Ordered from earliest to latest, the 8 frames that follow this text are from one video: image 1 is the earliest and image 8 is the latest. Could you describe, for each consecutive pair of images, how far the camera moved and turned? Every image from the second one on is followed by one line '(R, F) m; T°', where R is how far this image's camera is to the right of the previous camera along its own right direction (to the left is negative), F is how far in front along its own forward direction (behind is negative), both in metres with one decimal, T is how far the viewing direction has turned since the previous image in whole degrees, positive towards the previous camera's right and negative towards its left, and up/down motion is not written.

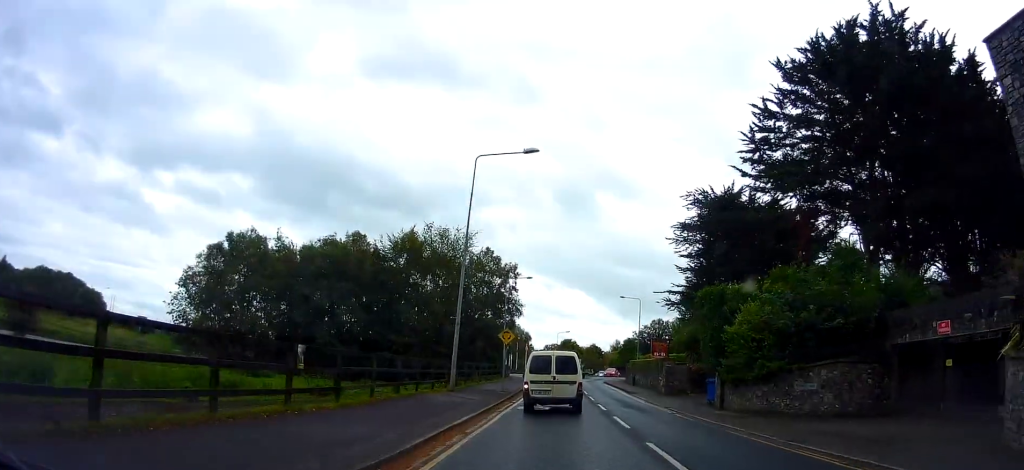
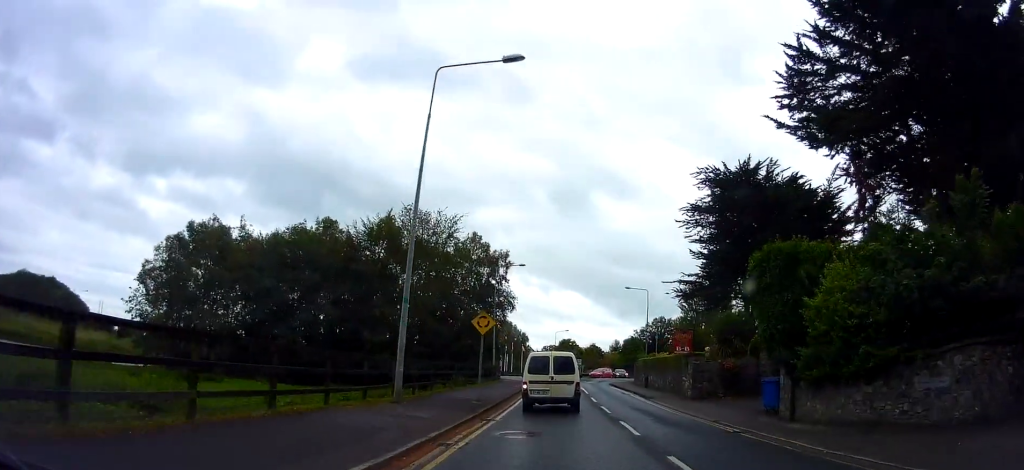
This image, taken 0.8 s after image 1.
(+0.9, +7.5) m; +8°
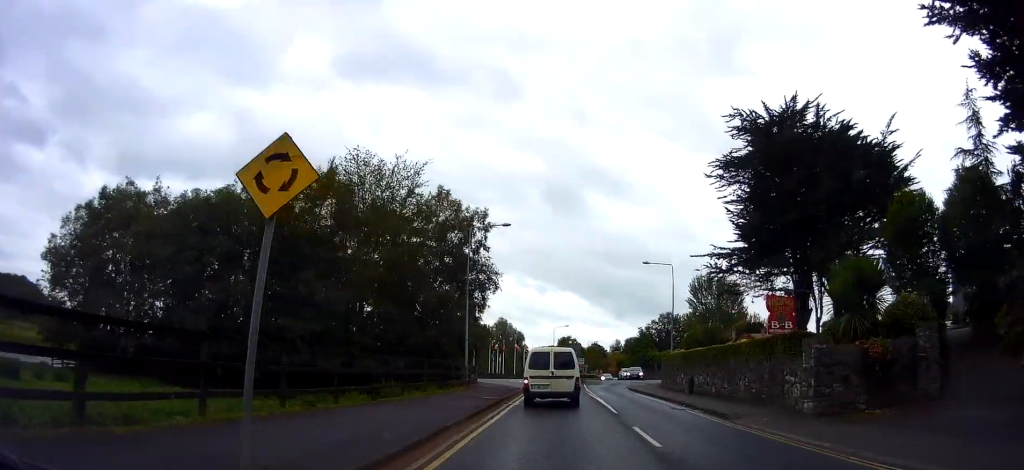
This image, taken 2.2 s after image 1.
(+0.6, +14.2) m; +6°
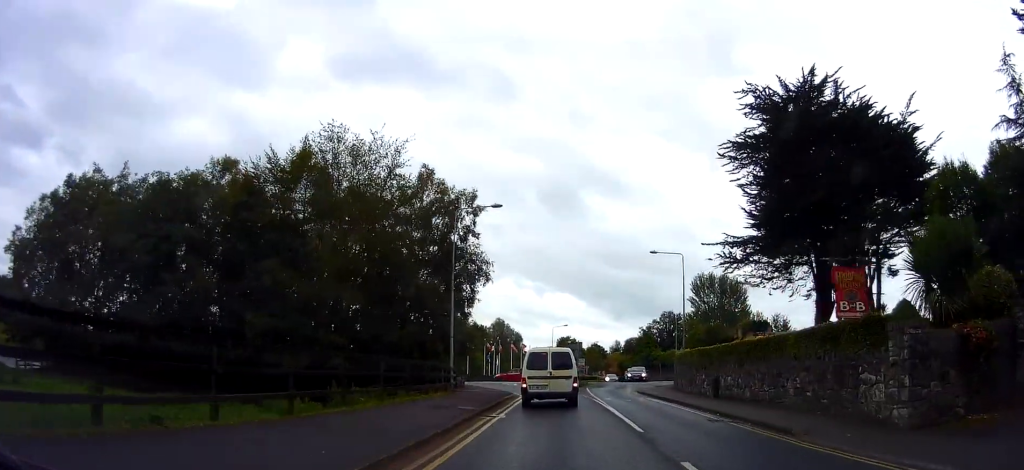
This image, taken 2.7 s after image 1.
(+0.1, +4.6) m; +1°
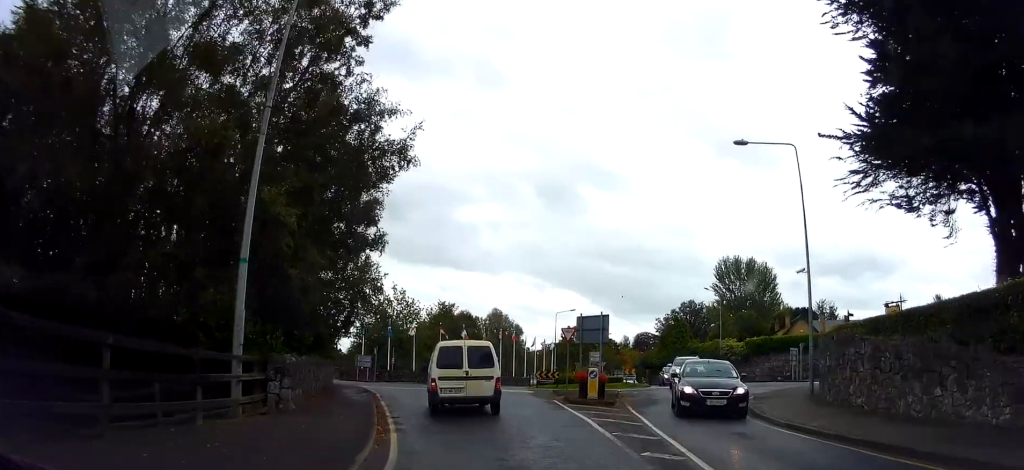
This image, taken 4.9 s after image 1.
(+0.1, +21.8) m; -1°
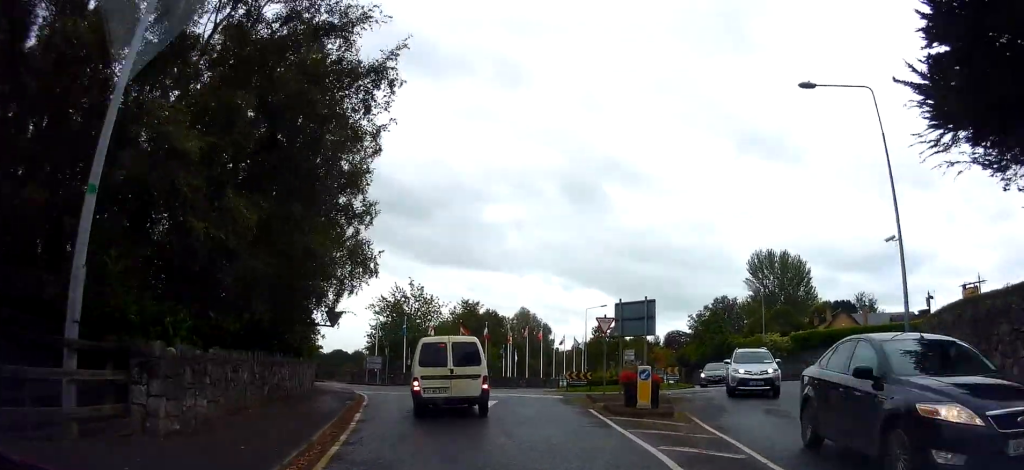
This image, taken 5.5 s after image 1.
(+0.2, +5.3) m; -1°
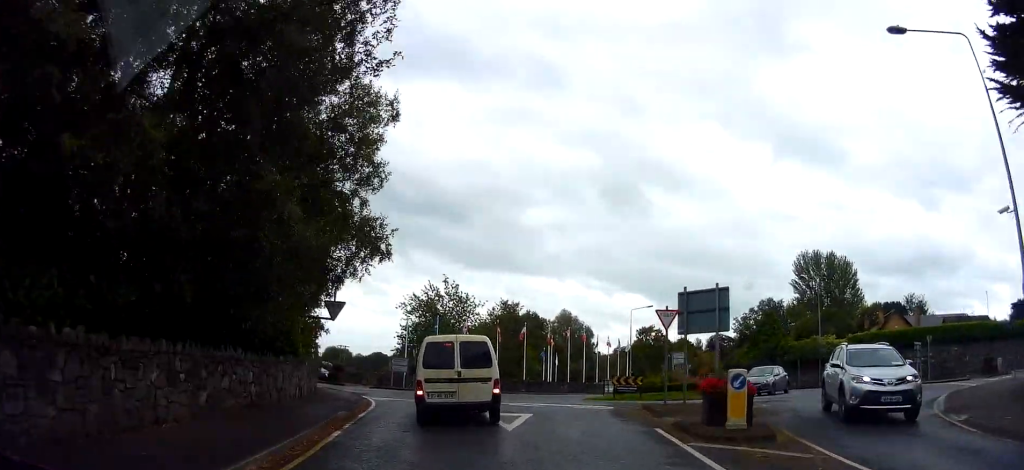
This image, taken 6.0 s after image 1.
(-0.3, +4.3) m; -4°
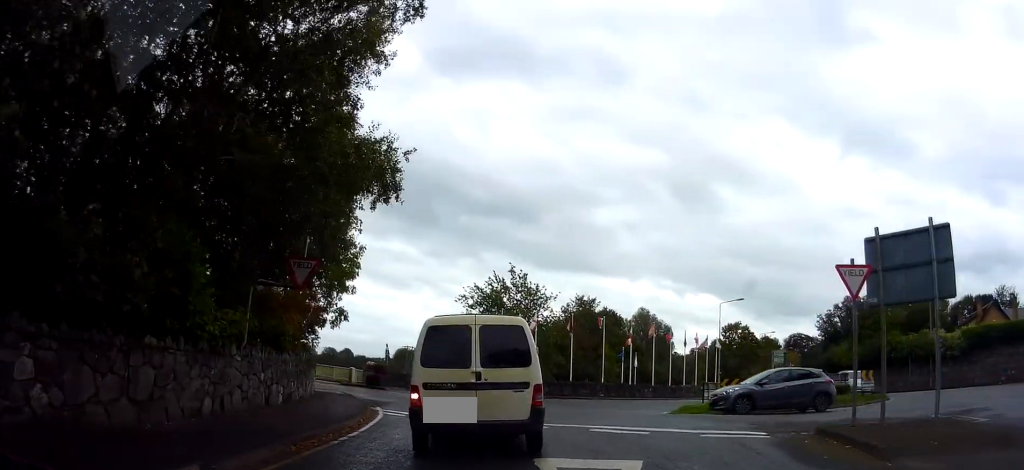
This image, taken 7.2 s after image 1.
(-0.7, +9.3) m; -5°
